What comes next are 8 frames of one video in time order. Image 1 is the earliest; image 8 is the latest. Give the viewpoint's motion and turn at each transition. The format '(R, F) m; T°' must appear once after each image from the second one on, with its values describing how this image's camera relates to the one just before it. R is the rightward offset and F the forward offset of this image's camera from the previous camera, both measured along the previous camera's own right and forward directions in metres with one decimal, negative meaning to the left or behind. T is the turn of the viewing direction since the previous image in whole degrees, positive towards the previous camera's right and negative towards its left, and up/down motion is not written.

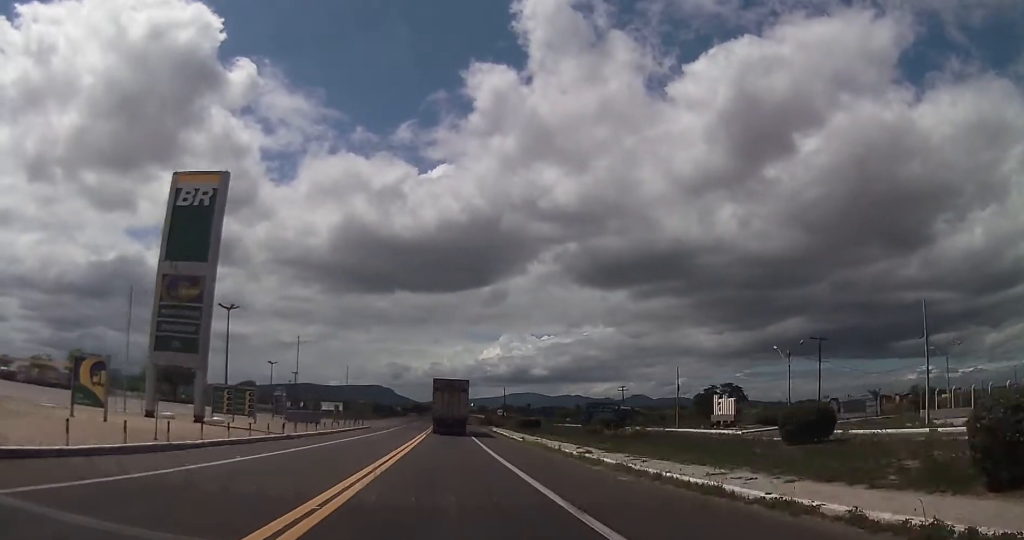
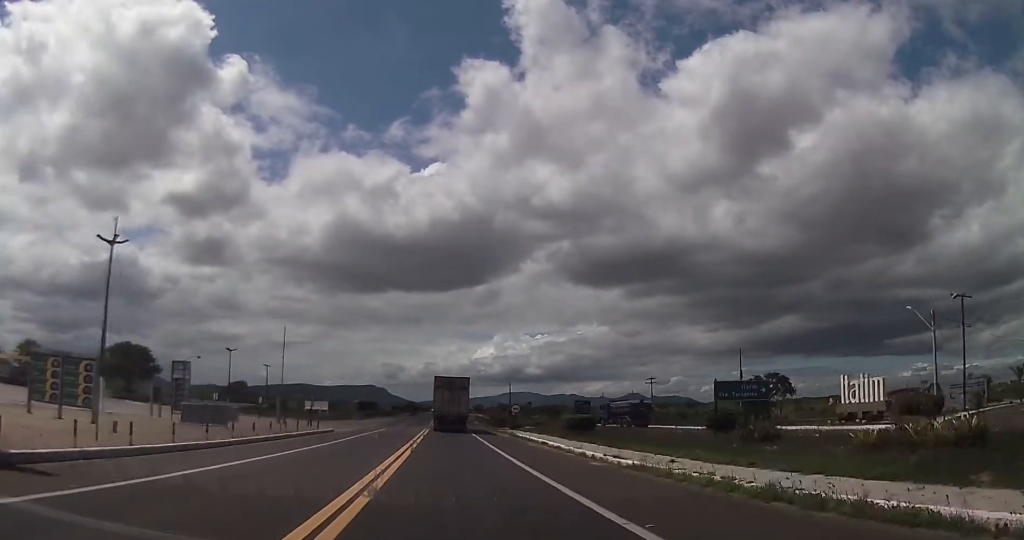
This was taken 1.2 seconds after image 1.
(-0.3, +23.9) m; -1°
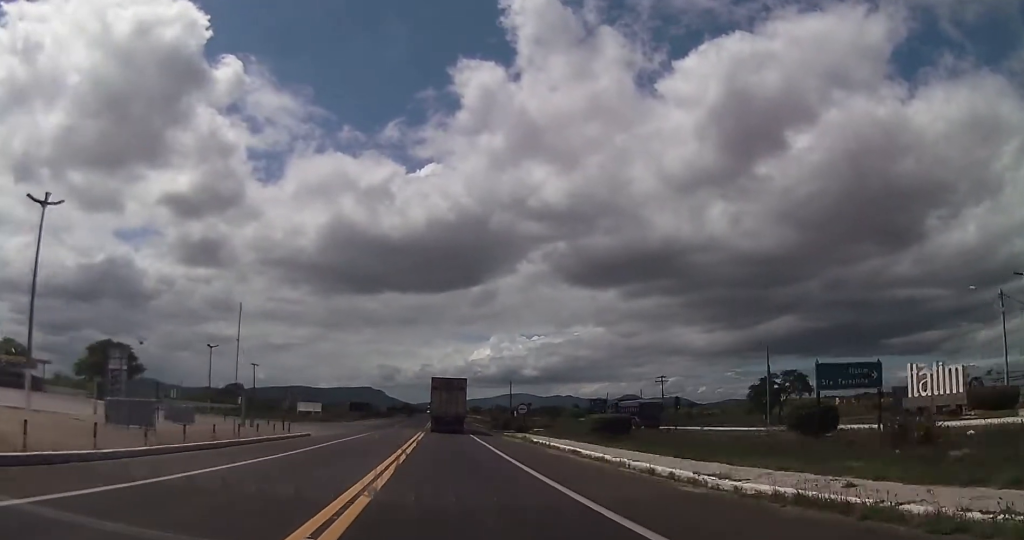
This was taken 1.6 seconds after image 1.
(0.0, +7.4) m; 0°
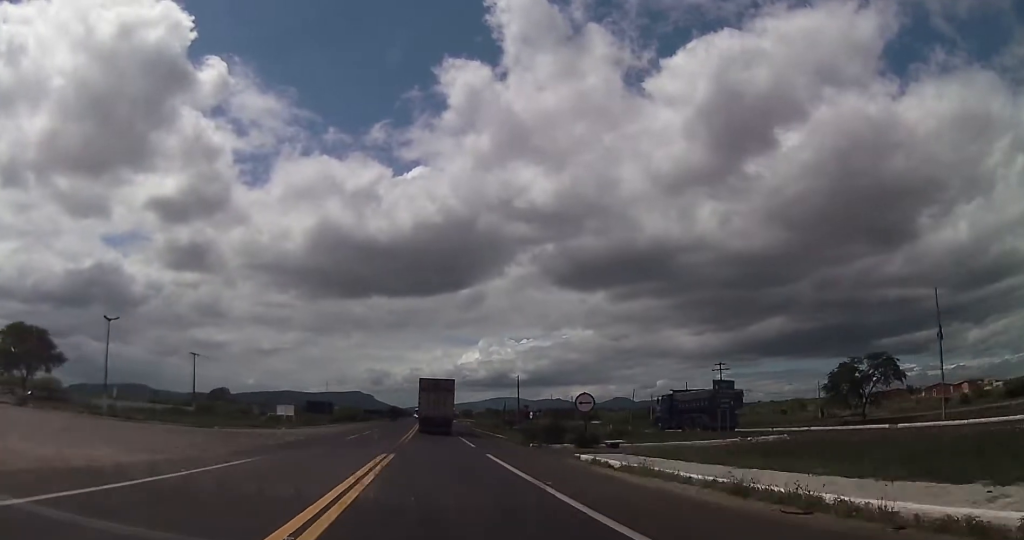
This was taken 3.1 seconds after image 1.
(+0.4, +26.0) m; +1°
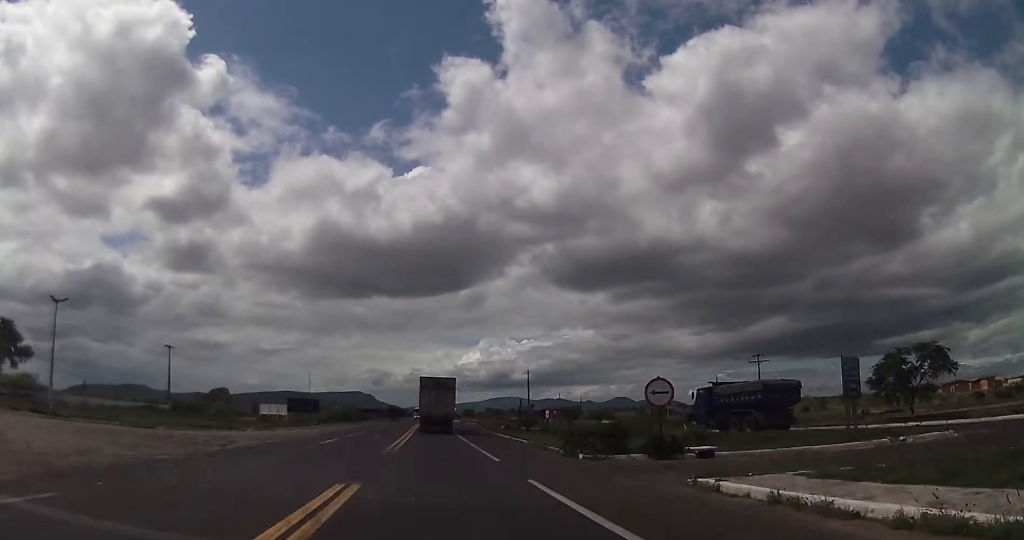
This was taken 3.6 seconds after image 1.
(0.0, +10.0) m; 0°
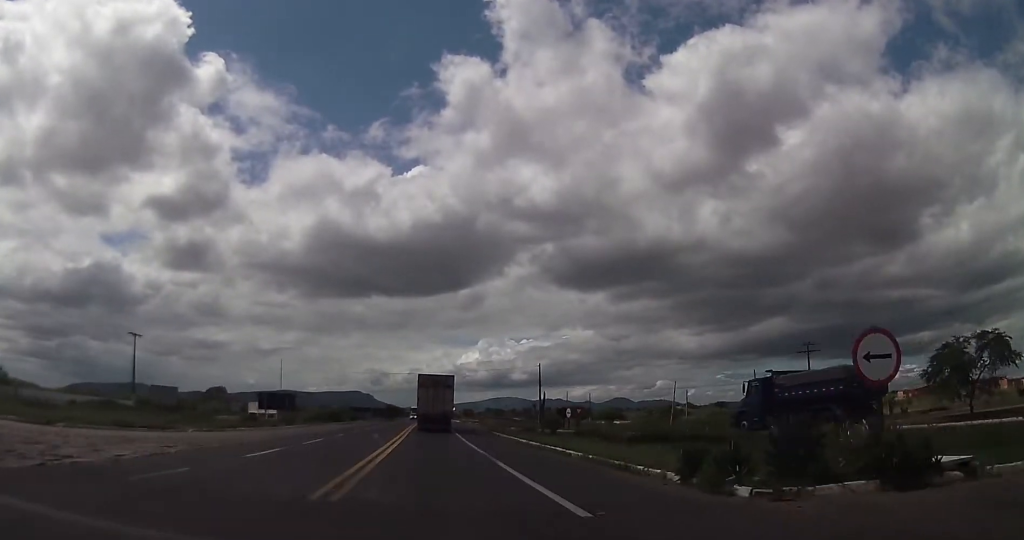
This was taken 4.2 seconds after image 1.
(0.0, +11.1) m; 0°
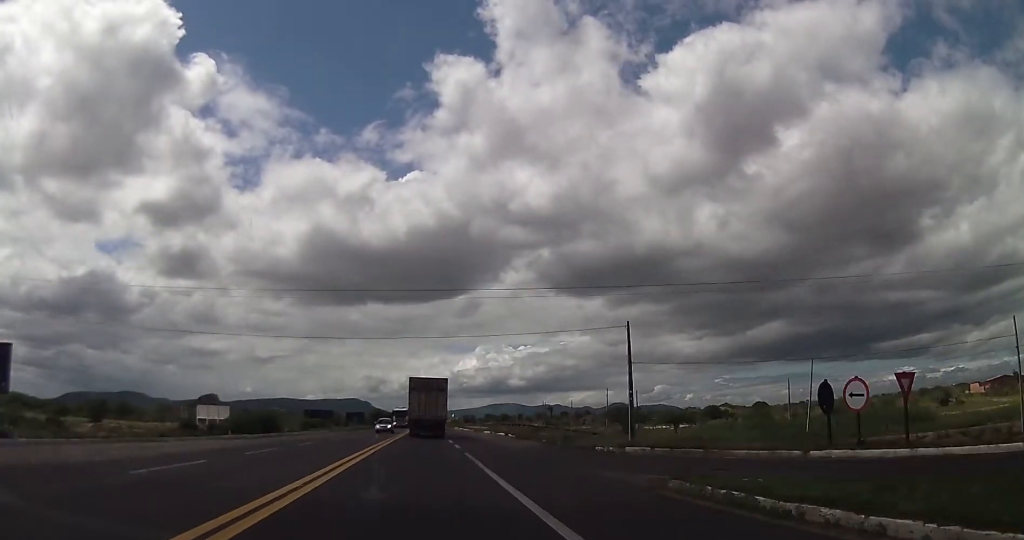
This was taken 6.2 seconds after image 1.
(+0.4, +41.2) m; +1°
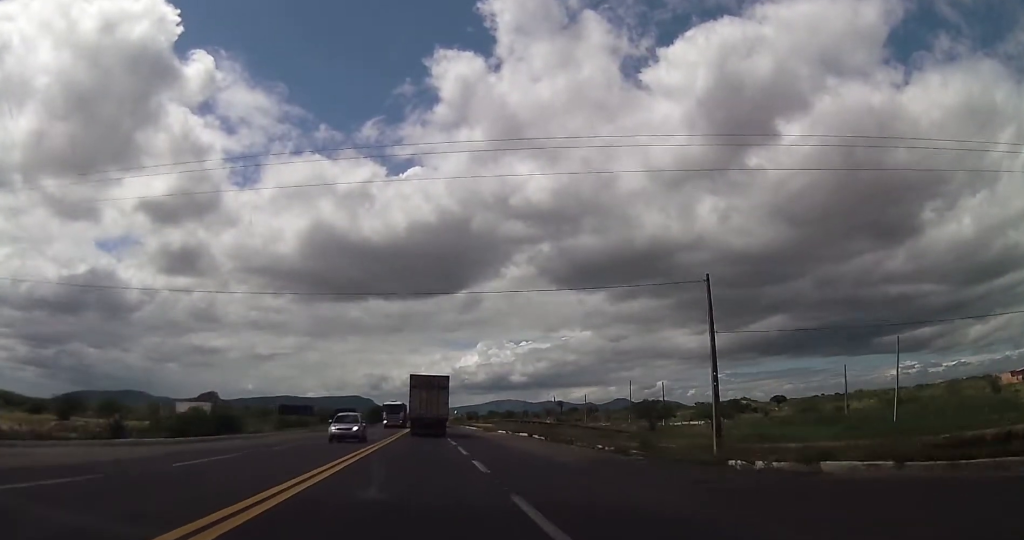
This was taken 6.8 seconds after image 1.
(0.0, +14.7) m; 0°
